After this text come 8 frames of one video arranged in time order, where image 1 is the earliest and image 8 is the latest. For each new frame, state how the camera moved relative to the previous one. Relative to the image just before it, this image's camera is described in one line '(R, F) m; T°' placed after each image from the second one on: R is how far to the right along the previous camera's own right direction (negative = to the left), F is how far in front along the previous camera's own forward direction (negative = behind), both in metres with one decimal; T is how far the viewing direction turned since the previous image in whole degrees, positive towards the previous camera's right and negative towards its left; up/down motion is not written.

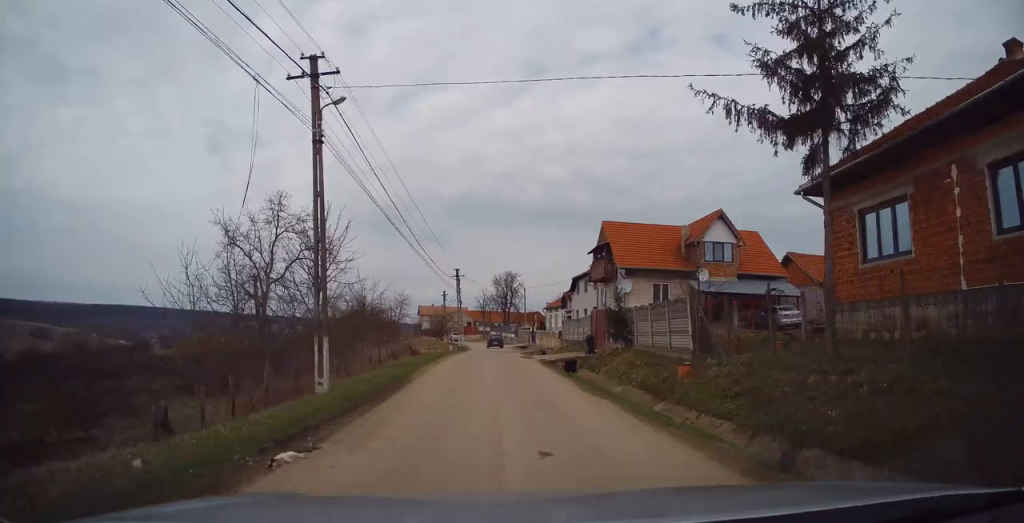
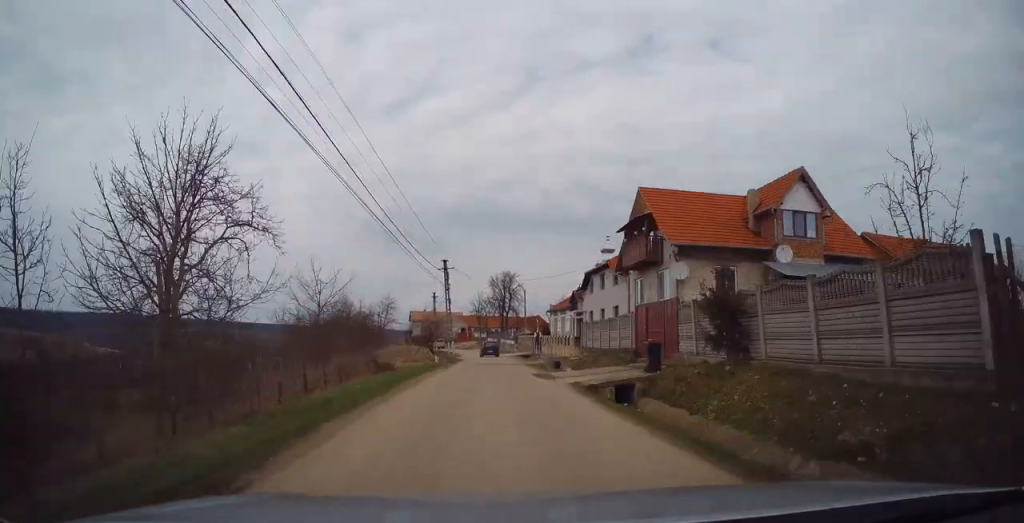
(-0.1, +10.1) m; 0°
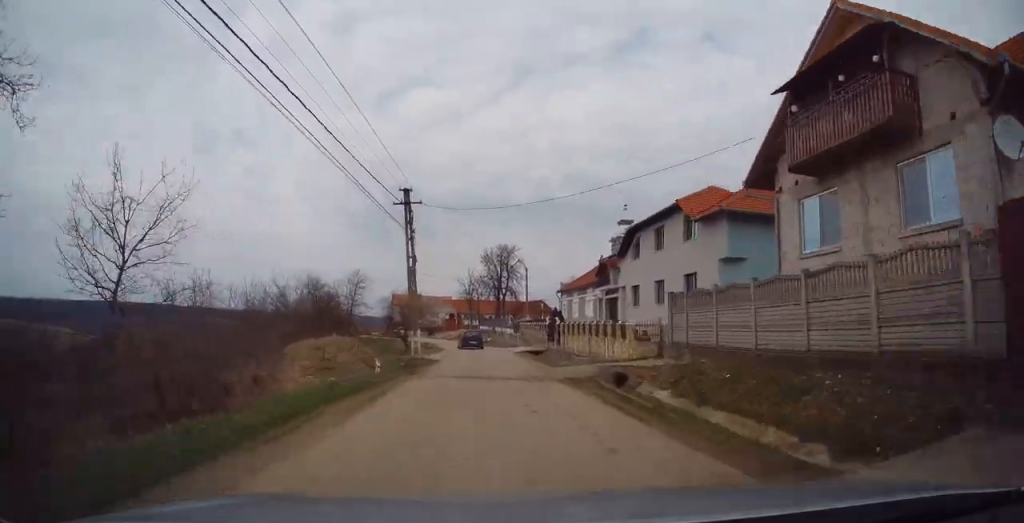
(+0.1, +17.3) m; +2°
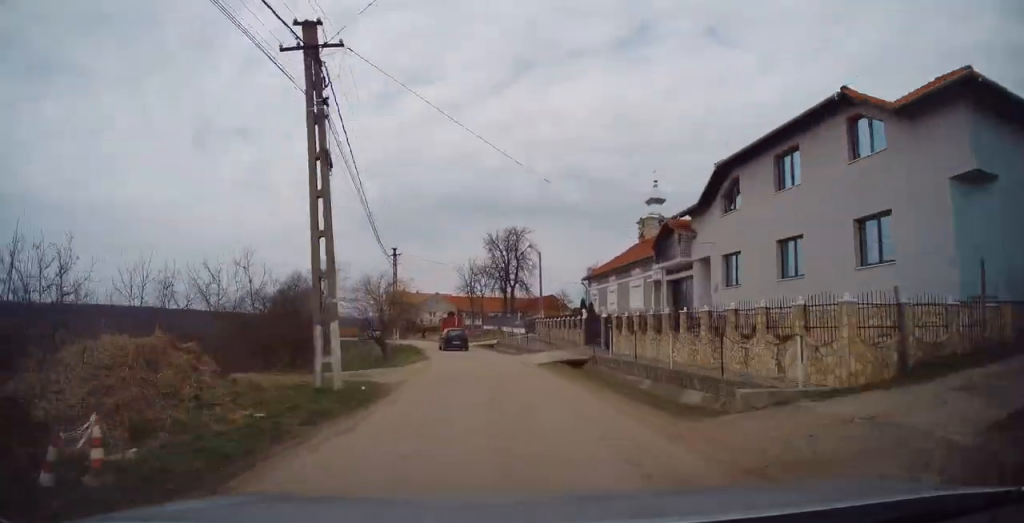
(+0.2, +14.1) m; 0°
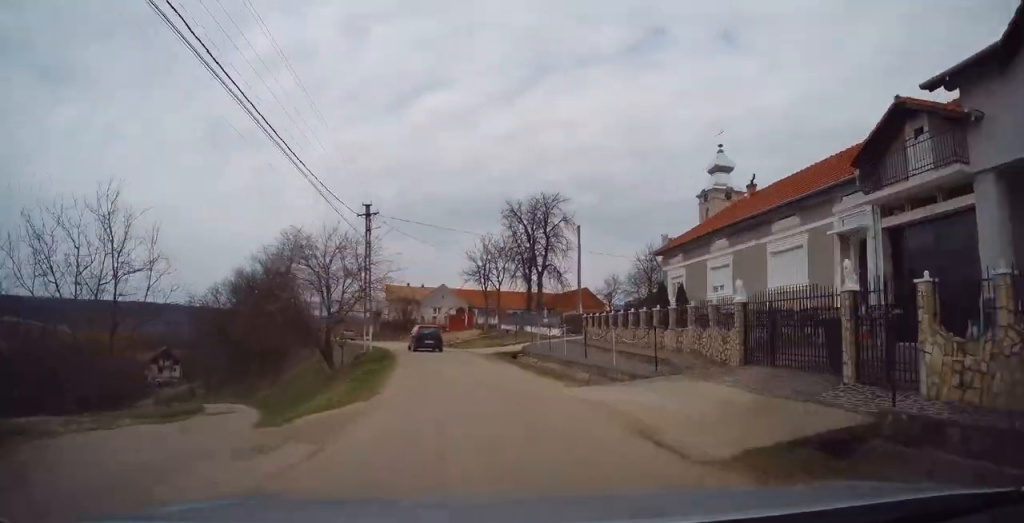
(-0.3, +16.4) m; -2°
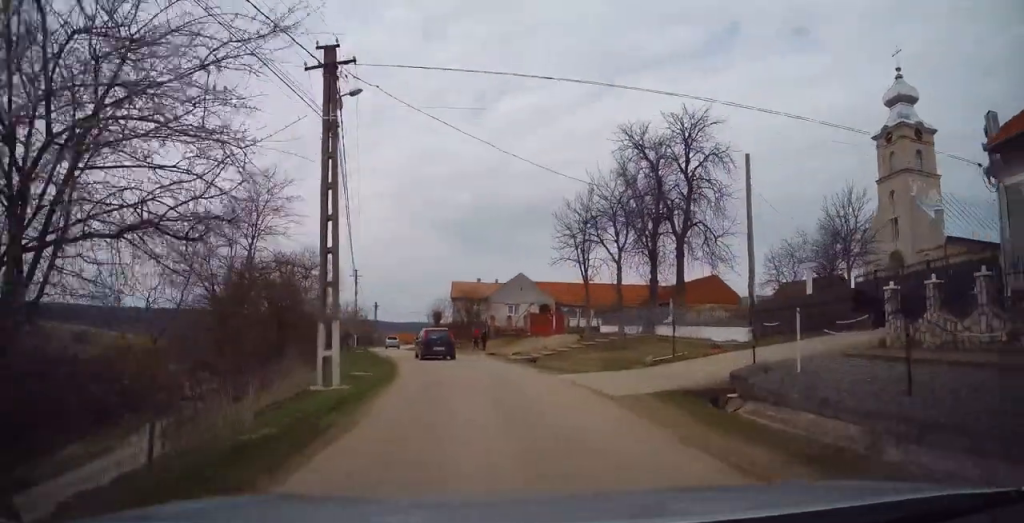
(-0.8, +18.5) m; -7°
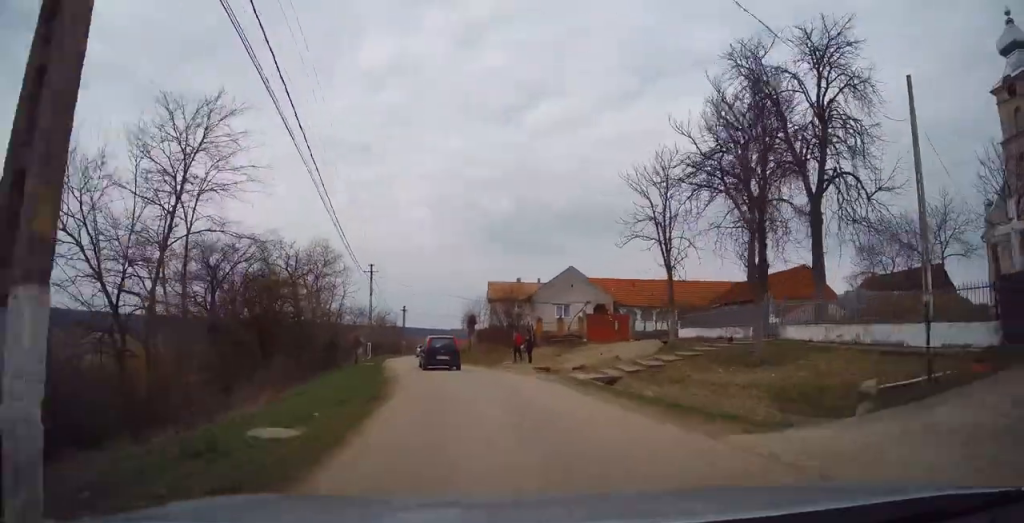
(-0.5, +9.8) m; -5°
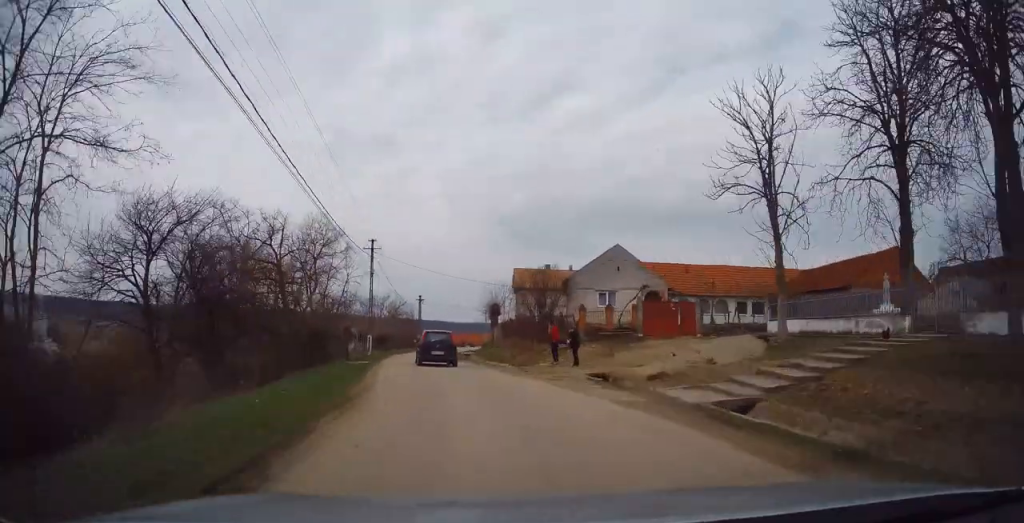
(-0.2, +8.4) m; -3°
